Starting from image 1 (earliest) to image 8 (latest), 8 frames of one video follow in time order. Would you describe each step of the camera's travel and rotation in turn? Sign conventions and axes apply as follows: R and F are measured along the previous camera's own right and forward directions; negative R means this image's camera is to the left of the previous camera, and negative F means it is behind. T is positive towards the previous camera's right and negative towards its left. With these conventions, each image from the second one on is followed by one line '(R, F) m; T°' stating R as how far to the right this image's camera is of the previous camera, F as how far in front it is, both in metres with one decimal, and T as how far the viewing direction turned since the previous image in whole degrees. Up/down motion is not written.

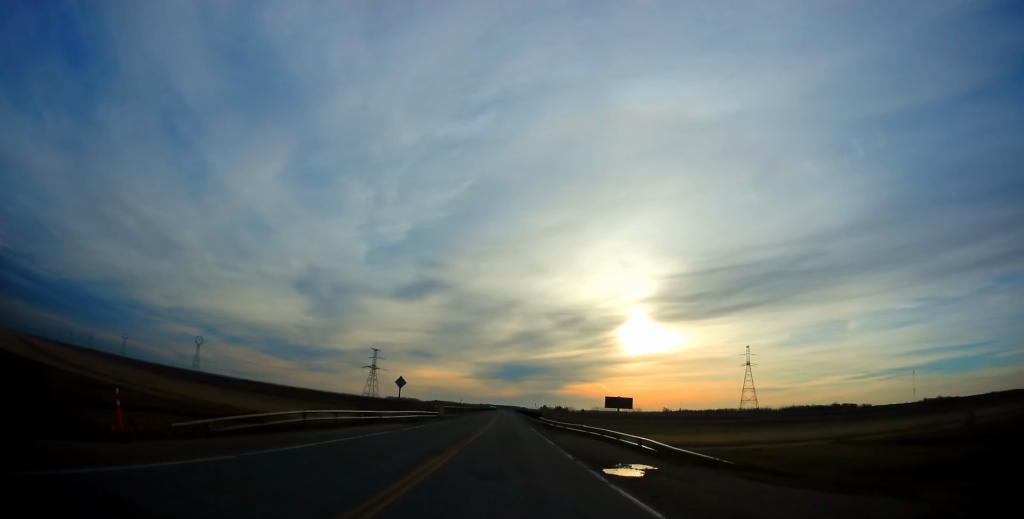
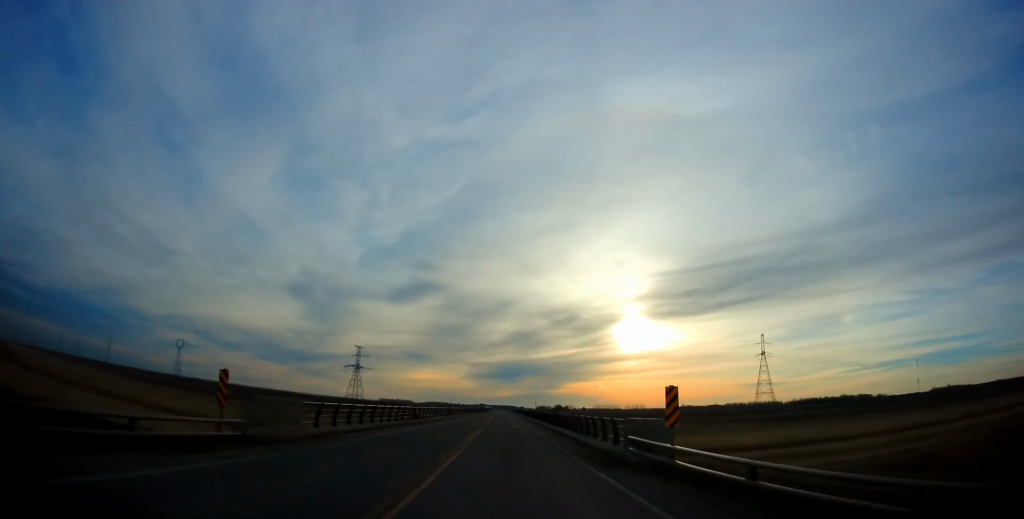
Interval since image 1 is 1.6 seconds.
(0.0, +44.5) m; +1°
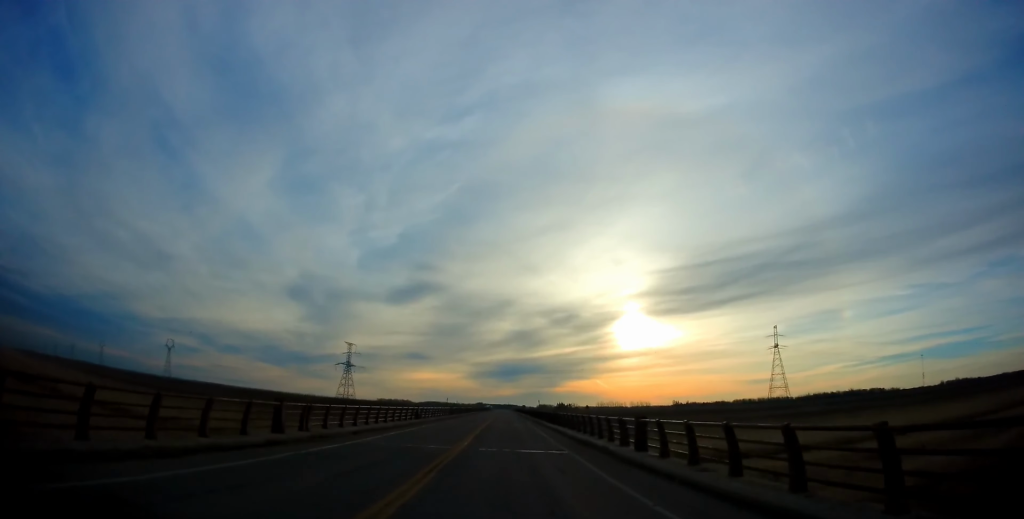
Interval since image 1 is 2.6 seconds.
(+0.2, +27.6) m; 0°
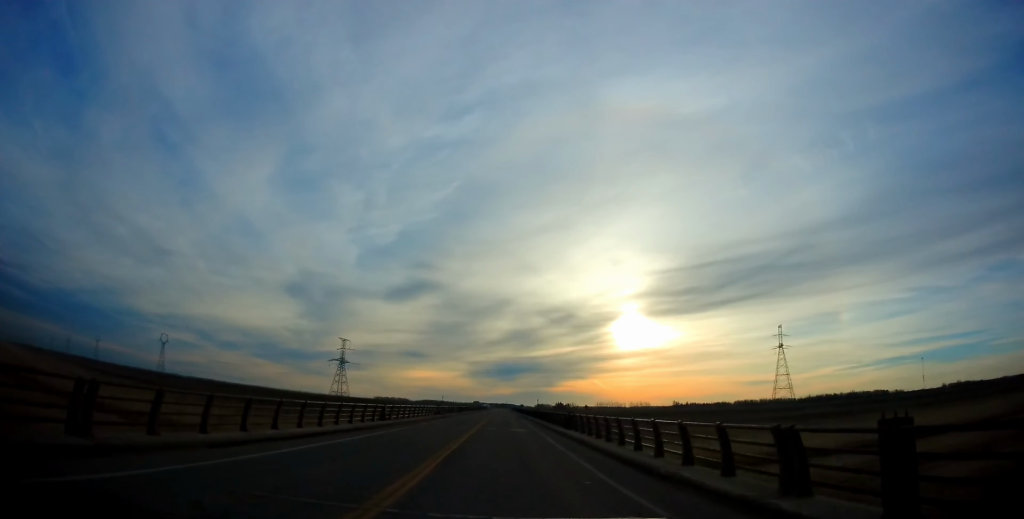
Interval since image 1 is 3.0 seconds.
(0.0, +11.8) m; 0°
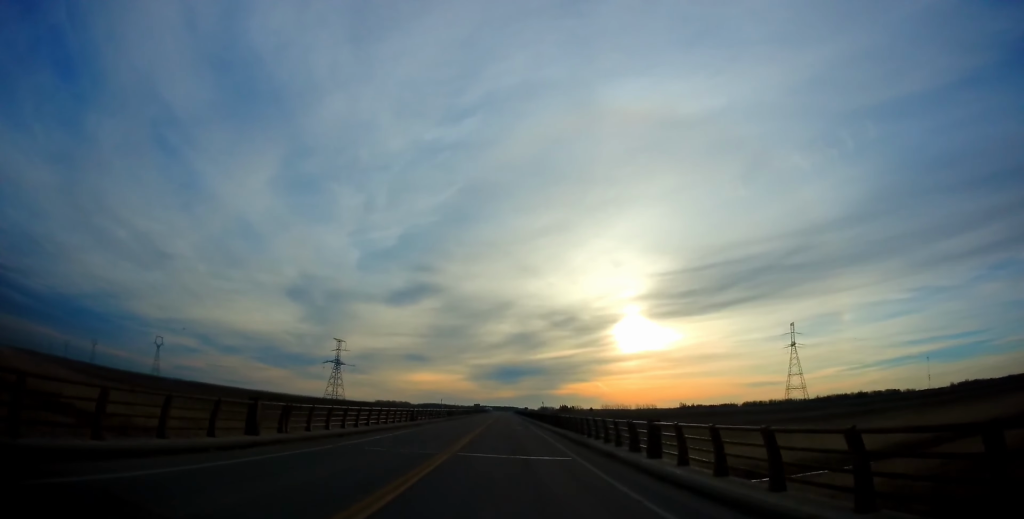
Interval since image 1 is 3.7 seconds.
(0.0, +18.2) m; 0°
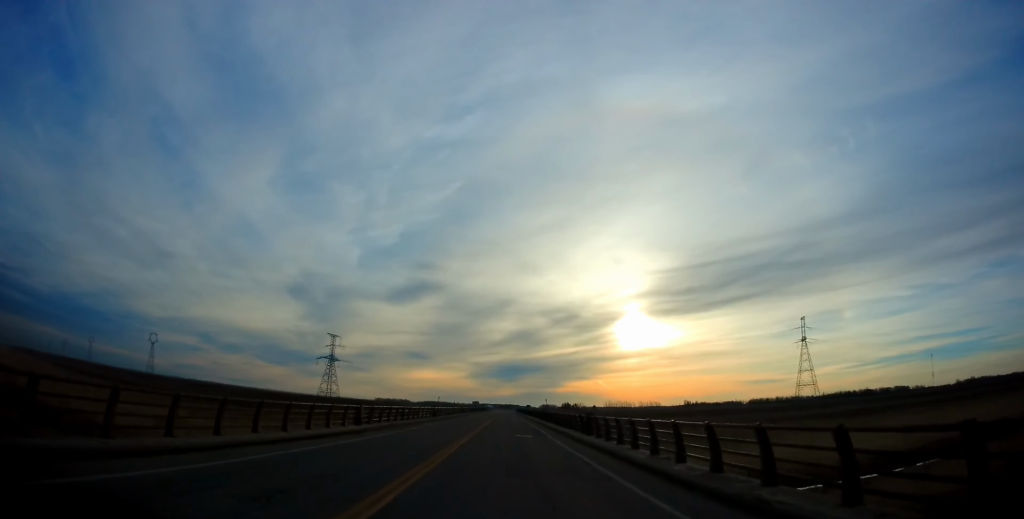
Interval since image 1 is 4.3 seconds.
(0.0, +16.4) m; 0°
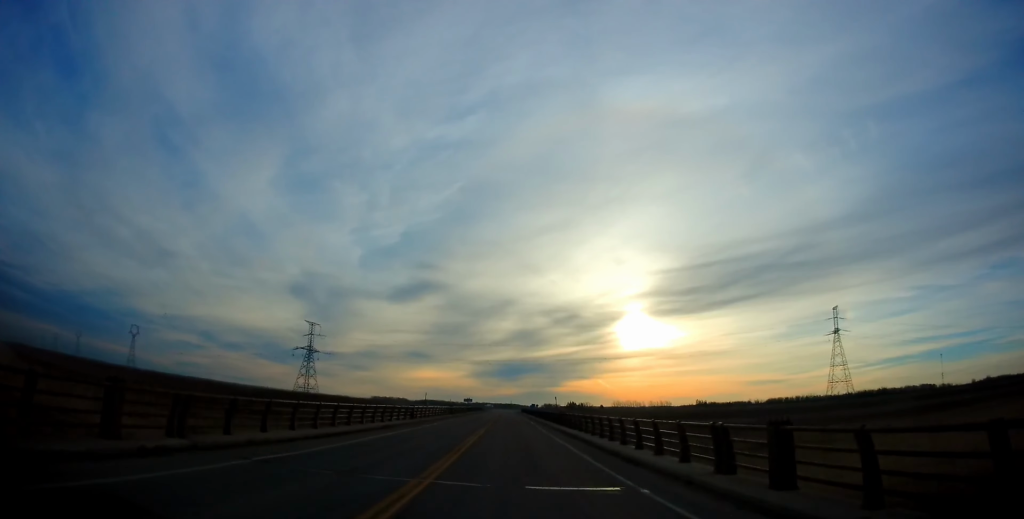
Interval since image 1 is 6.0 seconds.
(+0.4, +46.6) m; 0°
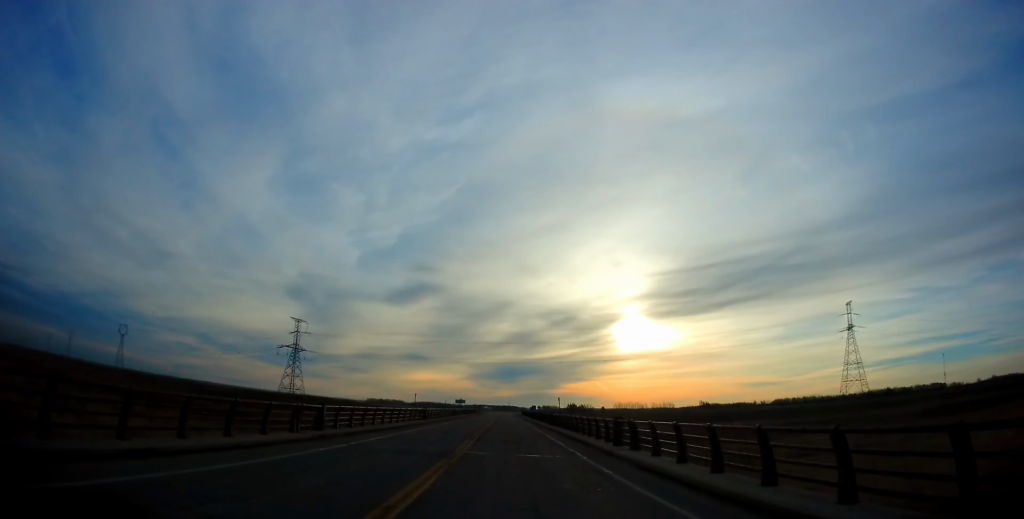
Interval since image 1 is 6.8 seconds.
(-0.1, +20.4) m; 0°
